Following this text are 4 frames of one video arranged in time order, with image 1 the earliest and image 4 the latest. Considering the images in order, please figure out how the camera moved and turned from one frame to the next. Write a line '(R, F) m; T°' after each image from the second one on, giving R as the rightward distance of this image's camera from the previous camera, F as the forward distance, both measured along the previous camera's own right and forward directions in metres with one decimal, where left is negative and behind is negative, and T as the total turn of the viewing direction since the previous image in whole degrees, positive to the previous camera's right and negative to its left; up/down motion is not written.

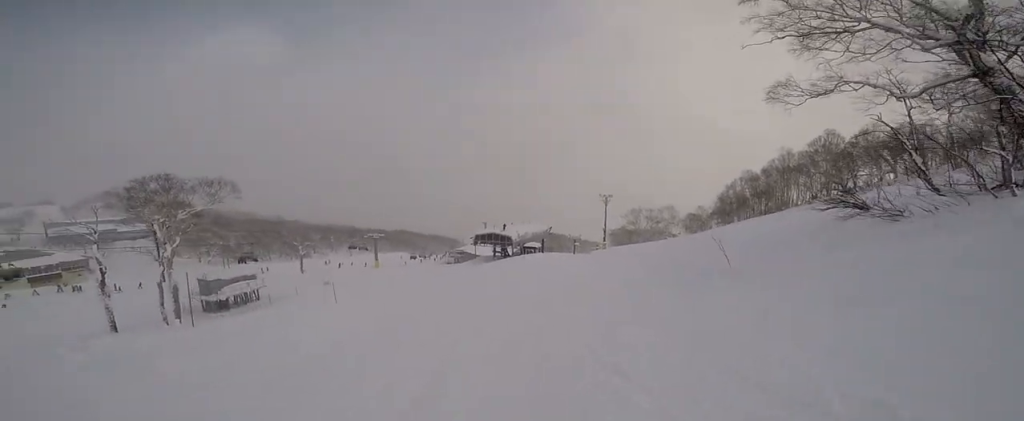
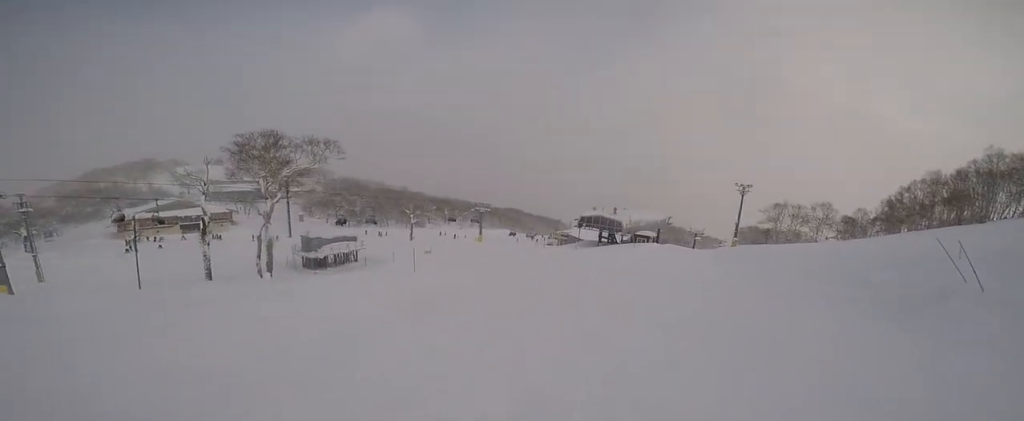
(-0.6, +5.3) m; -7°
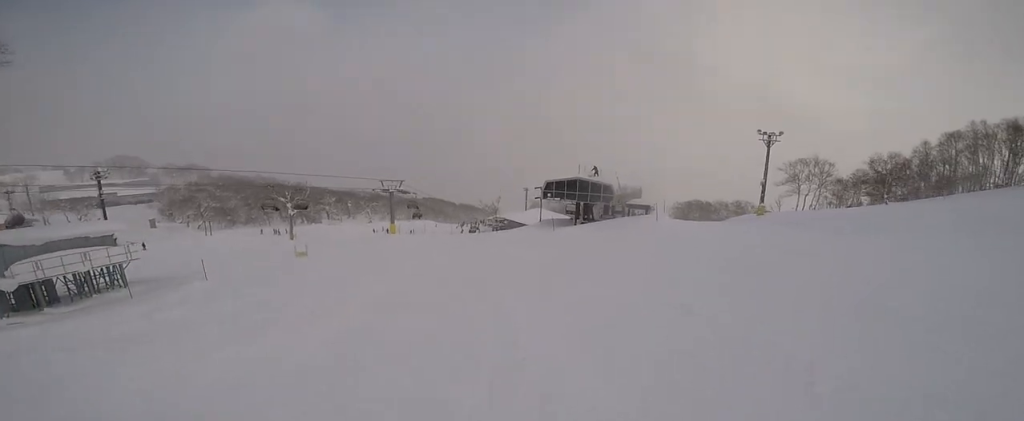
(+0.2, +24.5) m; 0°
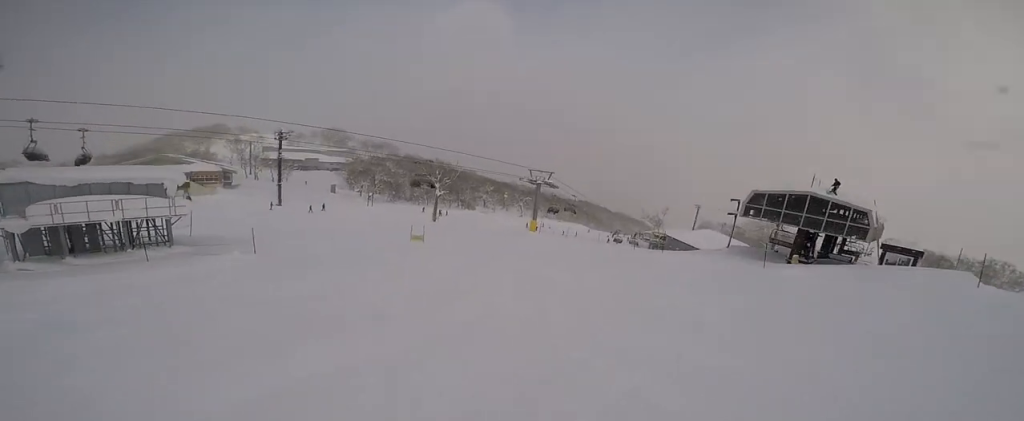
(-0.5, +12.1) m; -8°
